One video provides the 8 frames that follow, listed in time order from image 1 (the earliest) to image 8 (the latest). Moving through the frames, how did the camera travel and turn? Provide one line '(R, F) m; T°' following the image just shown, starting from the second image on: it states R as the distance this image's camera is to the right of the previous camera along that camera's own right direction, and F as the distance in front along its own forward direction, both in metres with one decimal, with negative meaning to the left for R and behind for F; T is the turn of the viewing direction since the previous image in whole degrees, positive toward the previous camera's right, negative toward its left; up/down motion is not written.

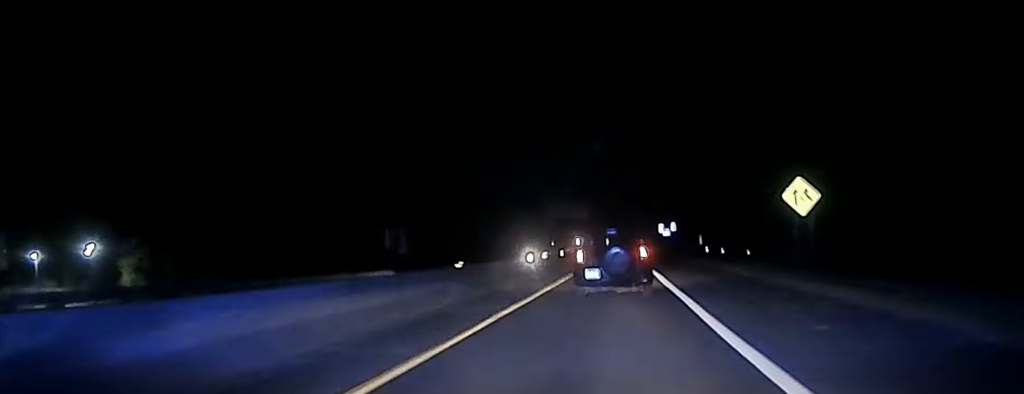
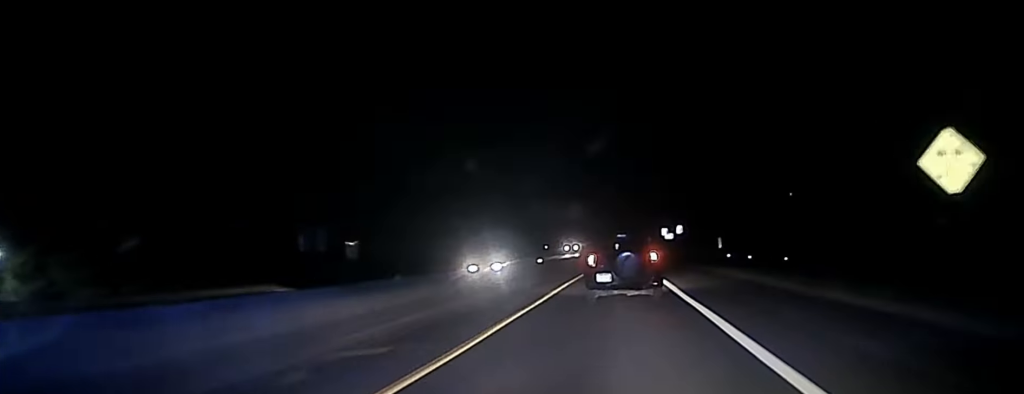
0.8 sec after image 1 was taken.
(-0.1, +20.9) m; 0°
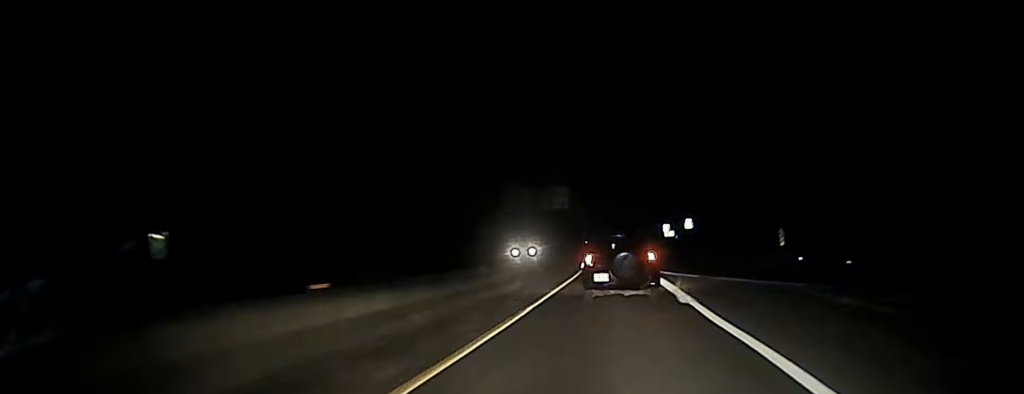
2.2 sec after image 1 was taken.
(0.0, +33.2) m; 0°
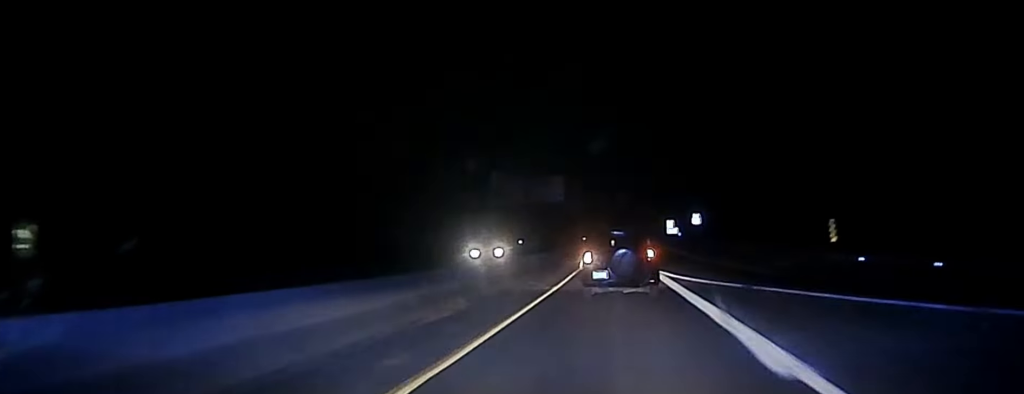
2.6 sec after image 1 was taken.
(0.0, +11.0) m; 0°
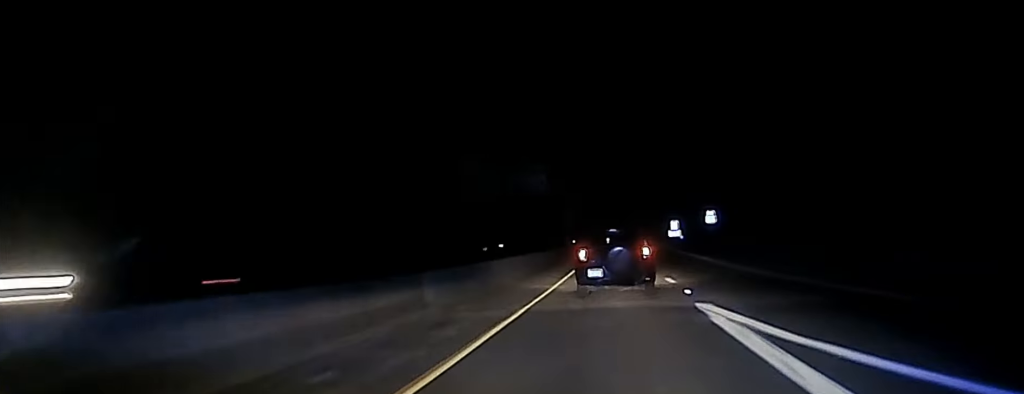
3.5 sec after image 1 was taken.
(0.0, +21.2) m; 0°
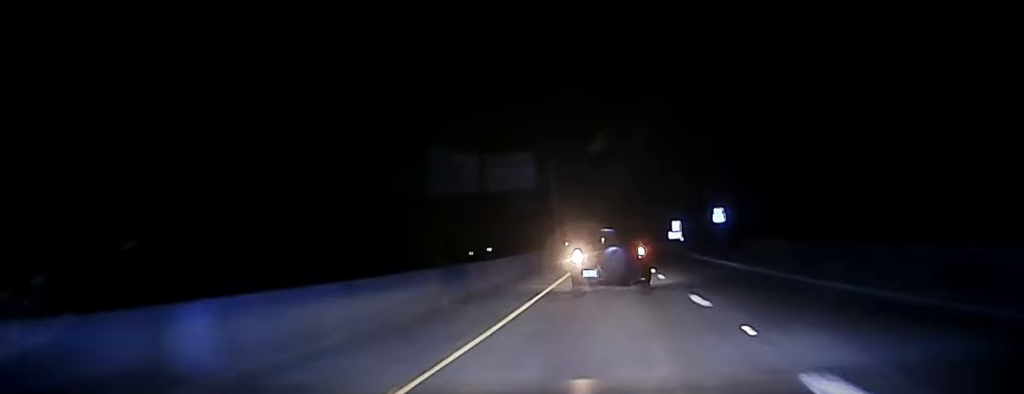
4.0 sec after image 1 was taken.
(0.0, +10.8) m; 0°
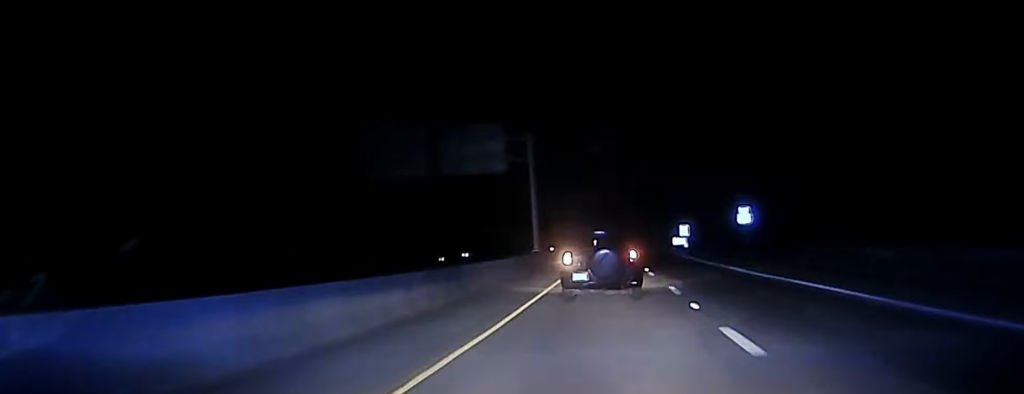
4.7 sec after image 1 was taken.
(0.0, +19.2) m; 0°
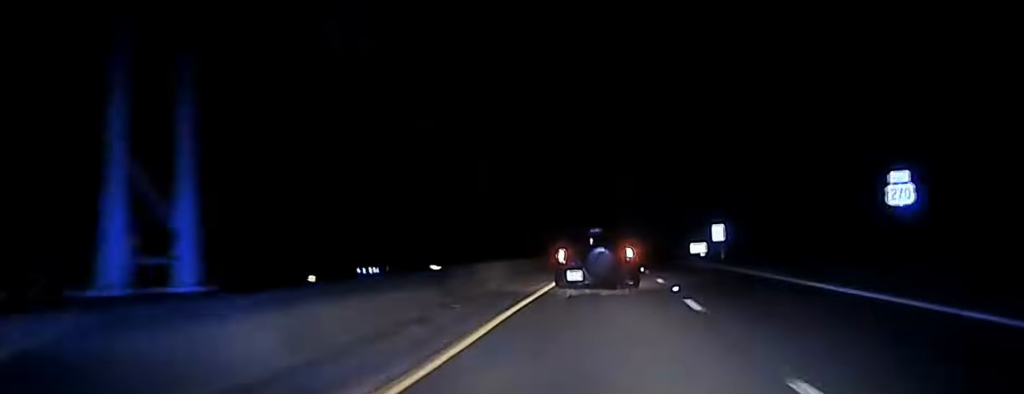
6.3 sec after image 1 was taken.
(0.0, +41.5) m; 0°
